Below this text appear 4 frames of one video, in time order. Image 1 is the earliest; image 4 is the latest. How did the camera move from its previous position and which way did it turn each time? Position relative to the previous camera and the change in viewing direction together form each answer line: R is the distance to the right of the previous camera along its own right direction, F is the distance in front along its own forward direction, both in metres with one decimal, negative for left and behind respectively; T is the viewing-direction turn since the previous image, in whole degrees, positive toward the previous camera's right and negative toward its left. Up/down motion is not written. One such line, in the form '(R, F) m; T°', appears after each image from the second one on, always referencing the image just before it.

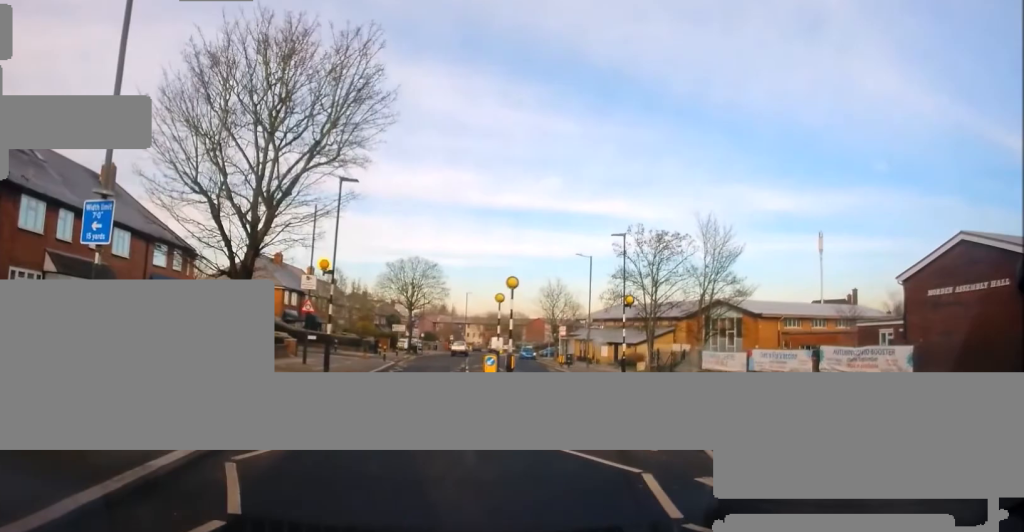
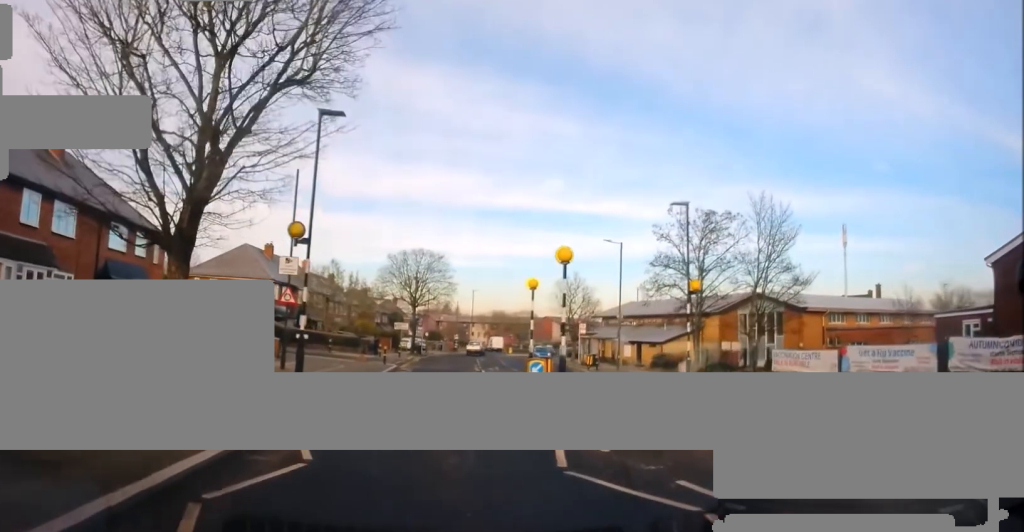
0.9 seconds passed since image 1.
(+0.2, +6.5) m; 0°
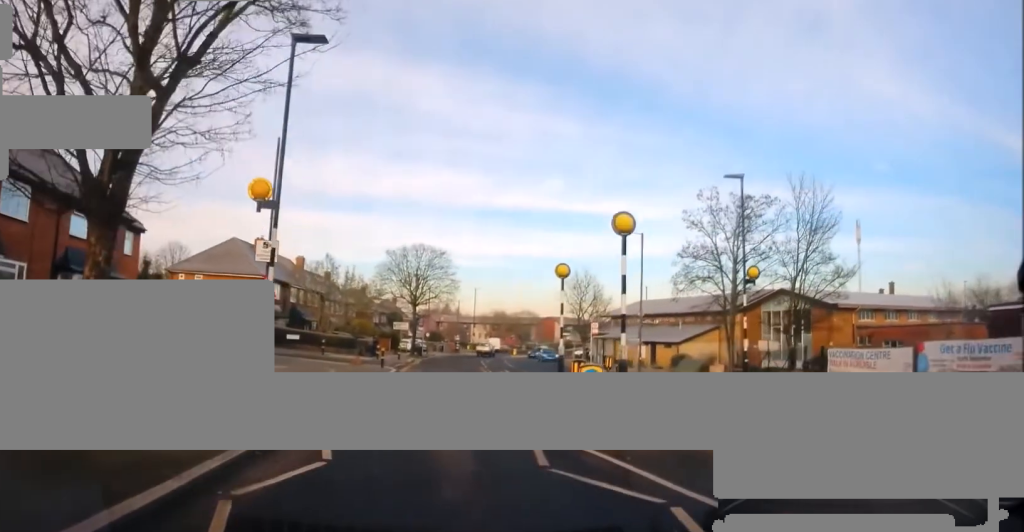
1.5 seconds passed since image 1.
(-0.1, +4.0) m; 0°
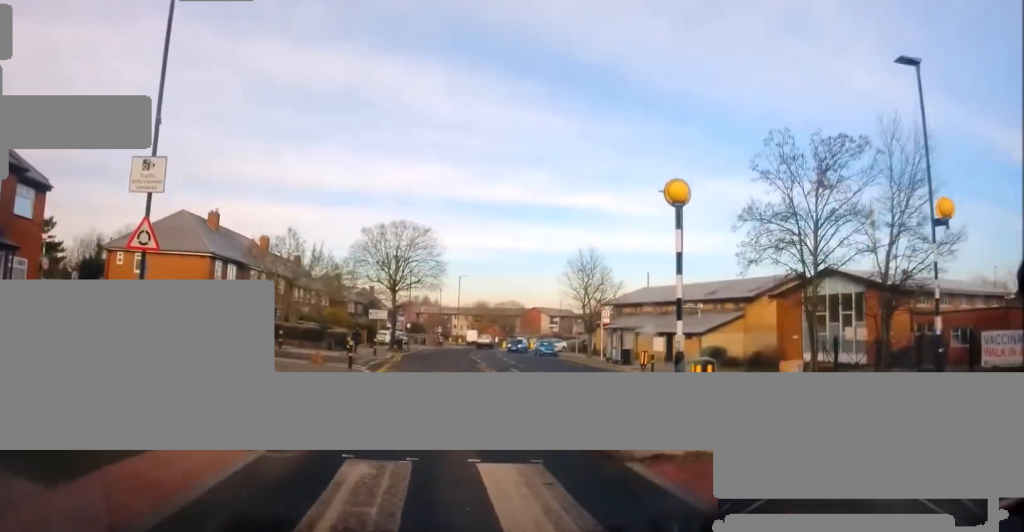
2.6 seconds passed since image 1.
(0.0, +8.6) m; +2°
